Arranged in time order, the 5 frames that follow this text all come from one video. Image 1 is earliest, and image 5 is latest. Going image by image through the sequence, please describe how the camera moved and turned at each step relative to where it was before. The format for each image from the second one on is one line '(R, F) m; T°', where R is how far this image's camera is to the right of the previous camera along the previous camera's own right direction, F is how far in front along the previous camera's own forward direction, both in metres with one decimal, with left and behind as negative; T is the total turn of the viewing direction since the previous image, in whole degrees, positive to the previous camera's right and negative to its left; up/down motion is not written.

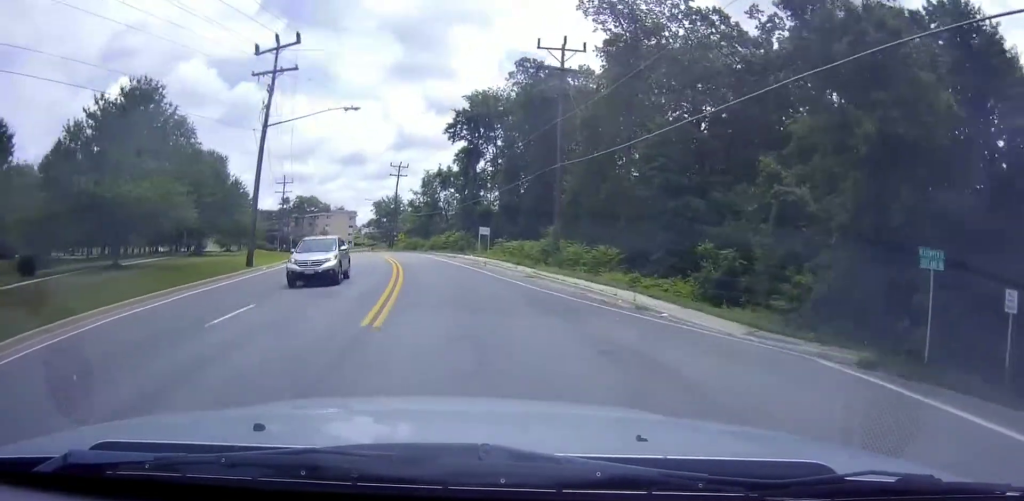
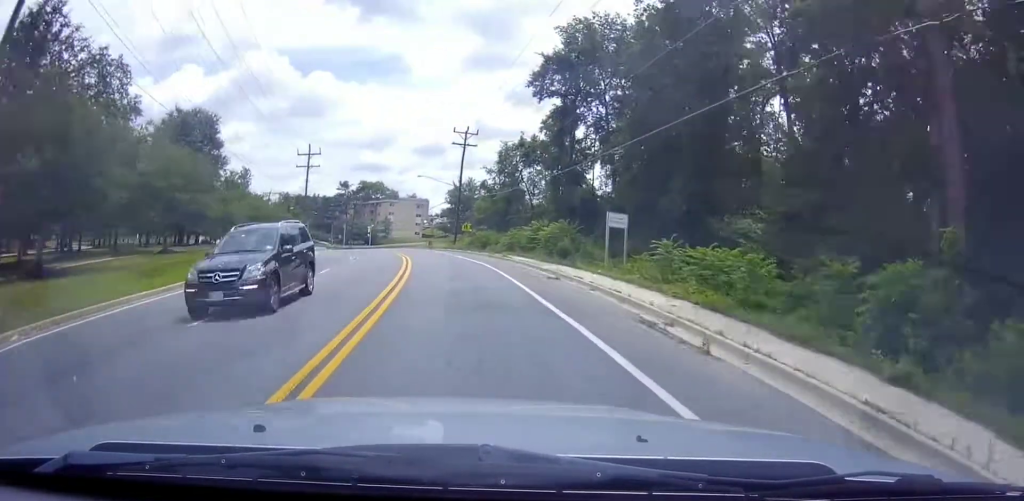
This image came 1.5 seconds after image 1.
(-1.0, +26.6) m; -7°
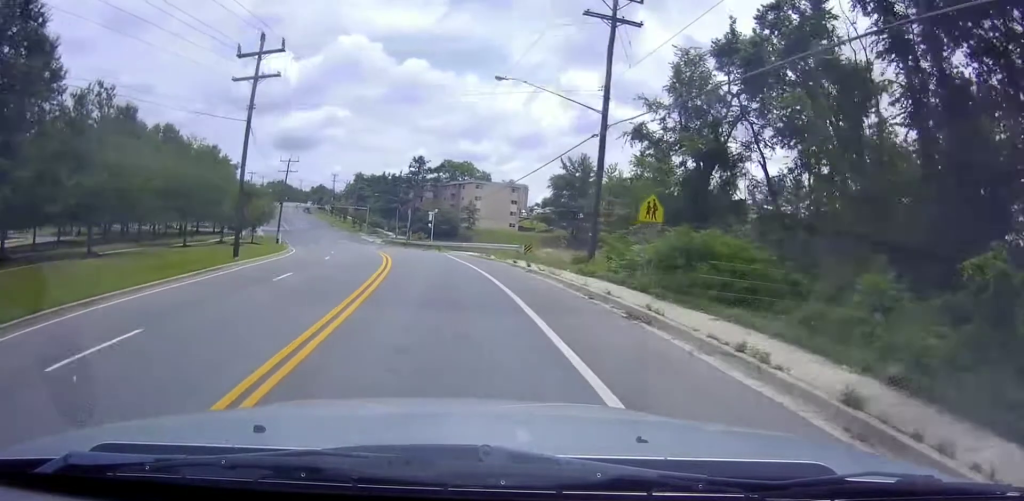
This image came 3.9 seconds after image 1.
(-5.4, +41.8) m; -14°
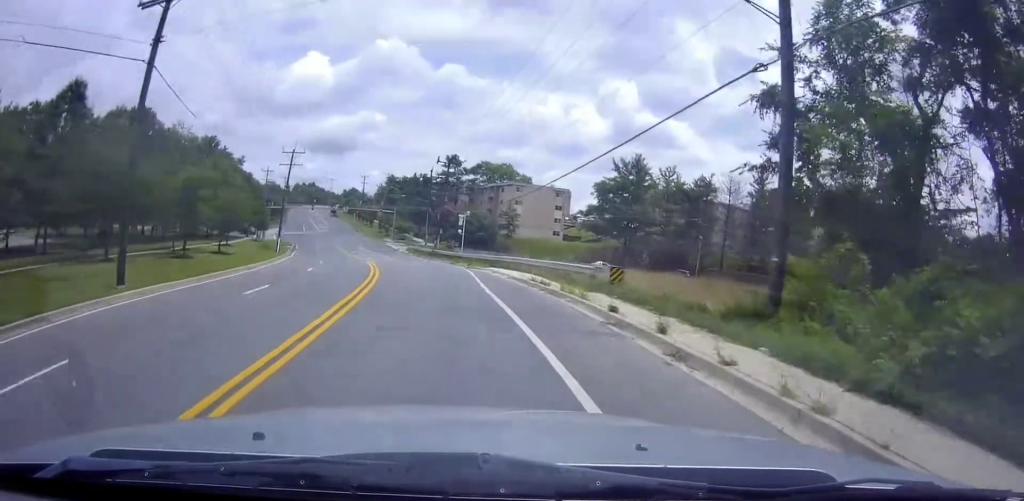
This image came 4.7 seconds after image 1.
(-0.8, +14.2) m; -4°
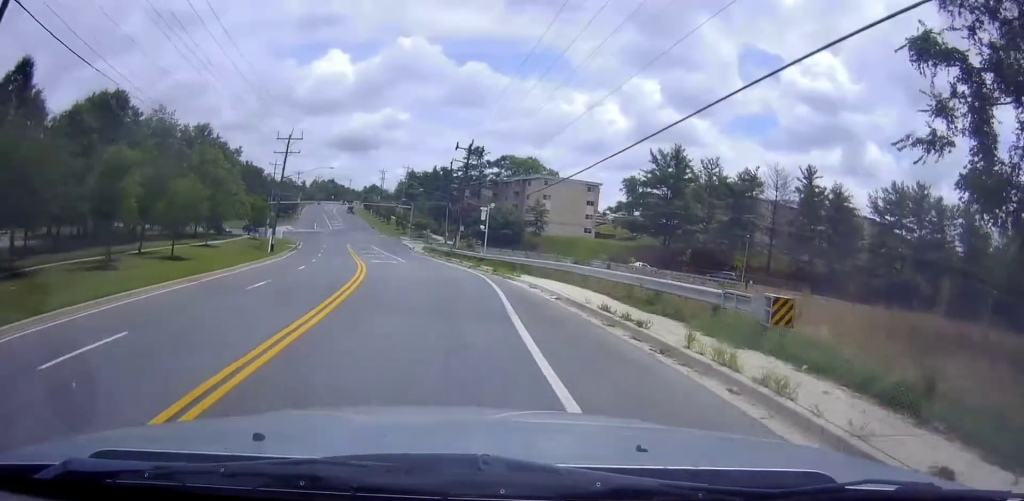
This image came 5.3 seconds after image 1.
(-0.2, +9.7) m; -1°
